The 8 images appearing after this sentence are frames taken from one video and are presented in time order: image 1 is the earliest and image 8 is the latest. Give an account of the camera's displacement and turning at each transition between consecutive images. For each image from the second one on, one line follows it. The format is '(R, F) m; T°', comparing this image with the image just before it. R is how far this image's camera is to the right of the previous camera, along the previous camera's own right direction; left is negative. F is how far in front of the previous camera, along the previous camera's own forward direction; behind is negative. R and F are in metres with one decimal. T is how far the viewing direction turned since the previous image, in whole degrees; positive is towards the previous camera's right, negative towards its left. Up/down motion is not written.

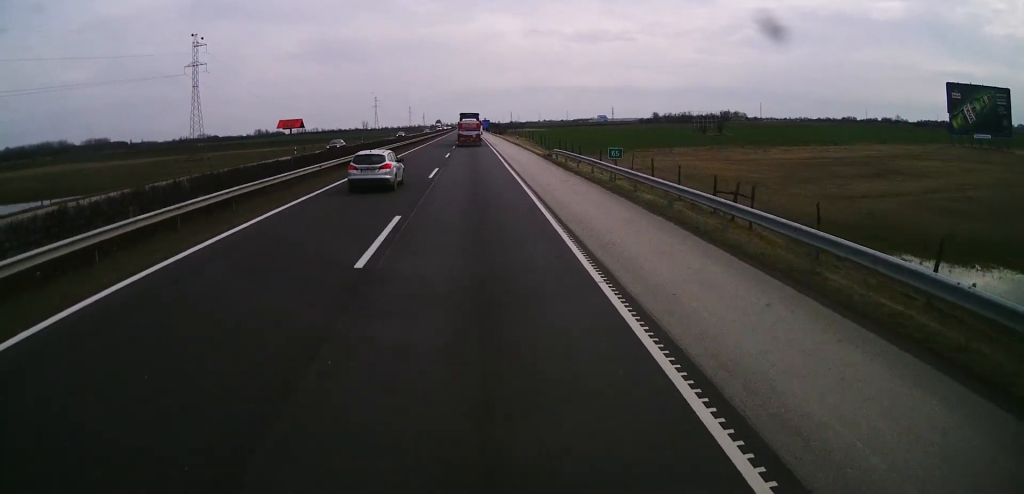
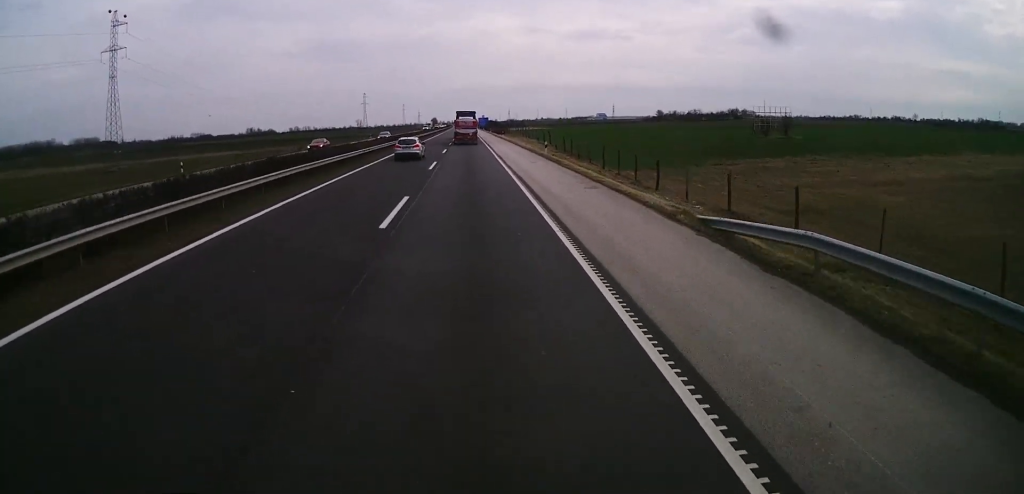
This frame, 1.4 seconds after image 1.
(0.0, +32.2) m; 0°
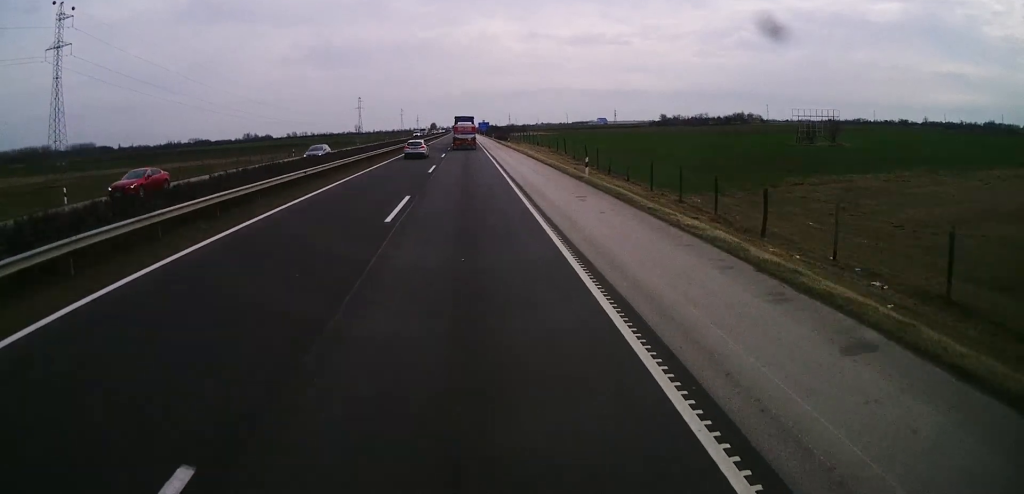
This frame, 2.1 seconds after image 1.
(0.0, +16.1) m; 0°
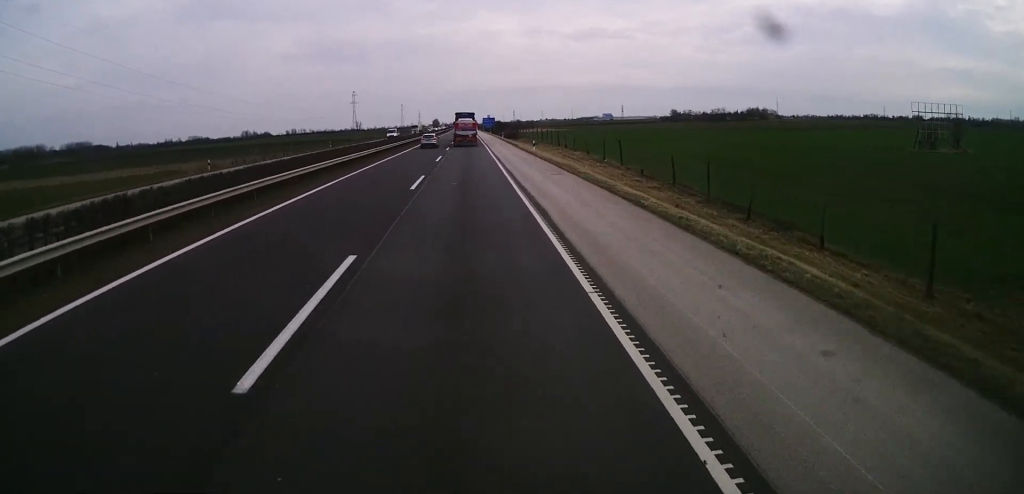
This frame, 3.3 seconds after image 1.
(0.0, +28.4) m; -1°
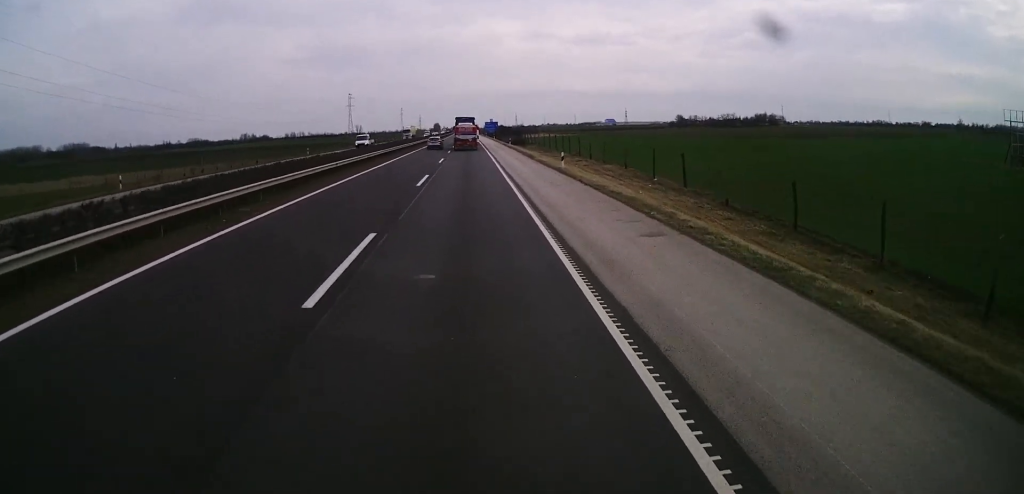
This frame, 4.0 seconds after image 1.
(-0.1, +15.4) m; 0°
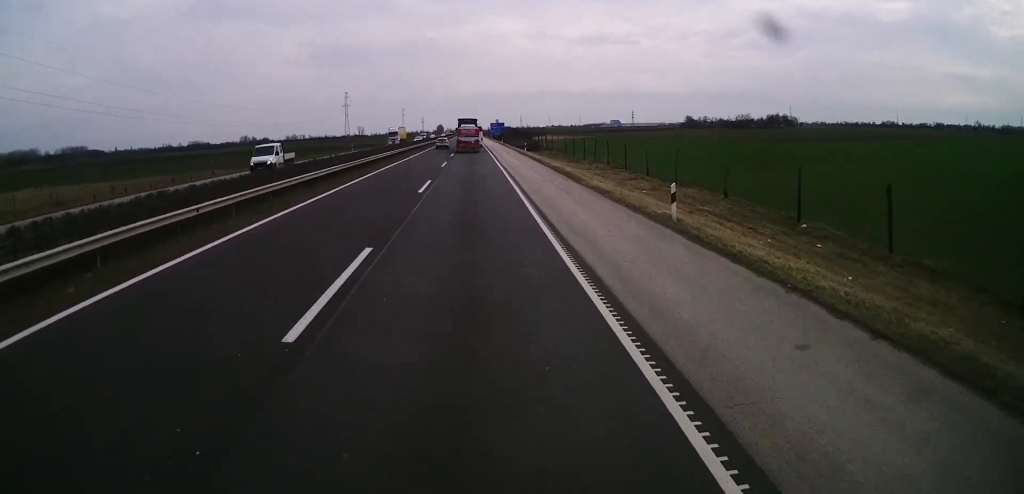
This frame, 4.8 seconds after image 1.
(-0.2, +19.3) m; +1°
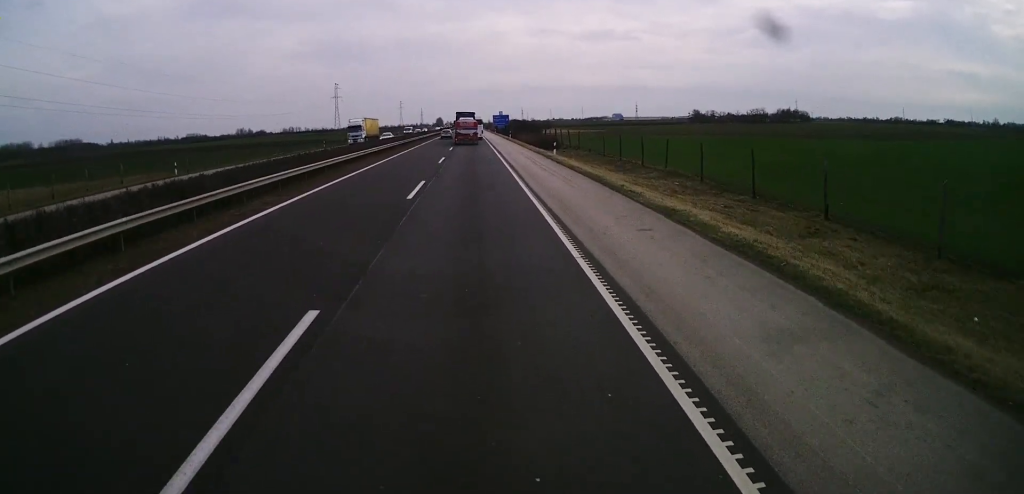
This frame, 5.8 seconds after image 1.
(+0.5, +23.2) m; 0°
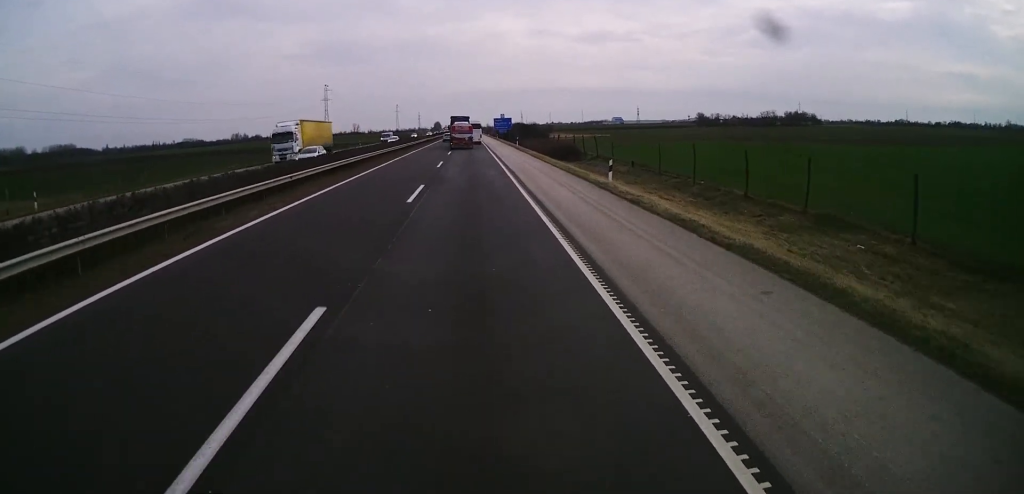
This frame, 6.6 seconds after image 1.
(-0.1, +17.7) m; -2°
